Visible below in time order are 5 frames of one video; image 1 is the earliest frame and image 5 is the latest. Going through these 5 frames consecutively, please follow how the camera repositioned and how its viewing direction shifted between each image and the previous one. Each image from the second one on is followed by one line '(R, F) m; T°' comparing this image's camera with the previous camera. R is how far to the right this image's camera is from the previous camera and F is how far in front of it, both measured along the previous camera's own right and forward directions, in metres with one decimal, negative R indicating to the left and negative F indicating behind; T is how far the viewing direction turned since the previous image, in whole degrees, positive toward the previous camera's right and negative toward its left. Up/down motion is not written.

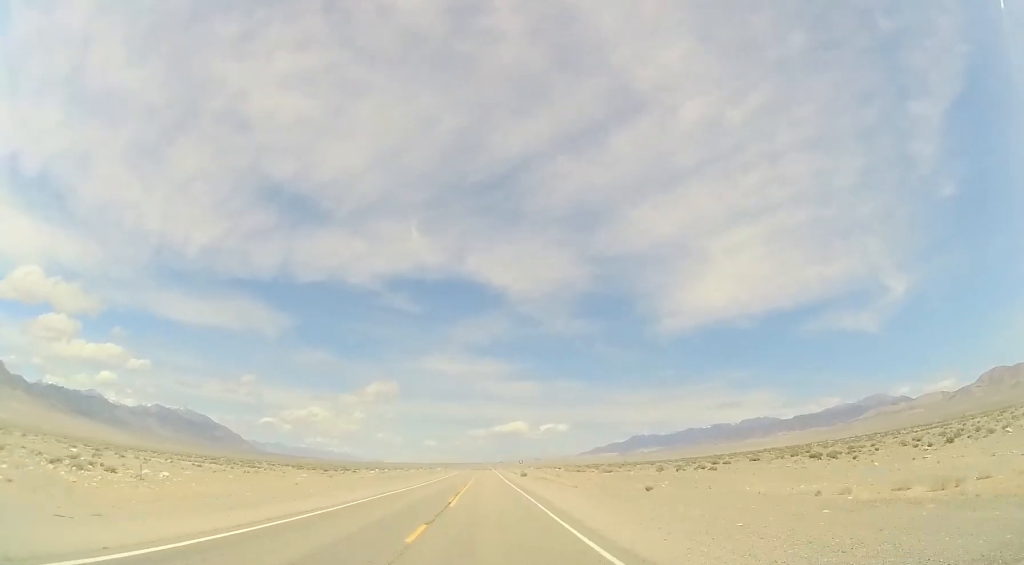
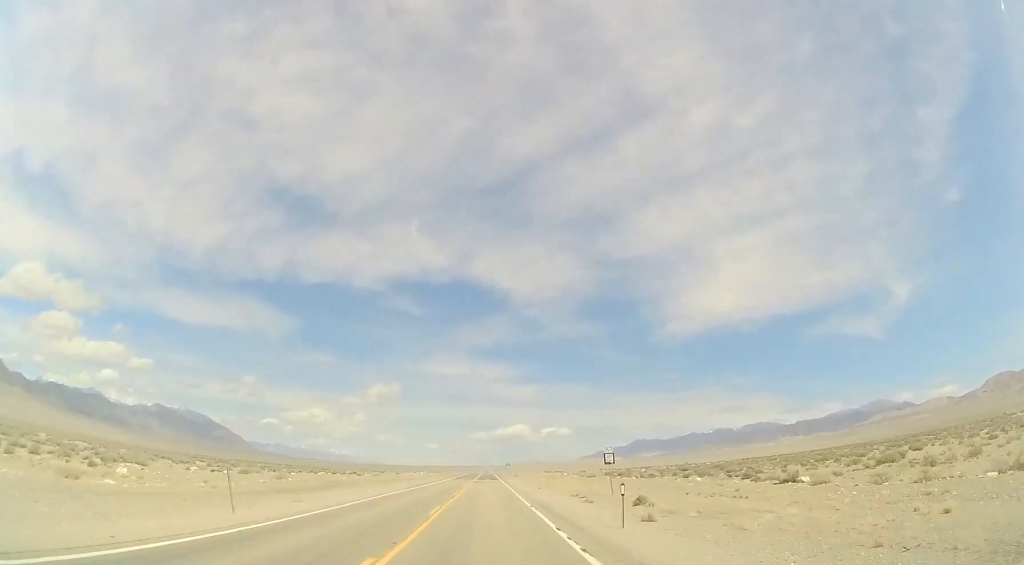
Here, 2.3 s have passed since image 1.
(-0.6, +78.0) m; -1°
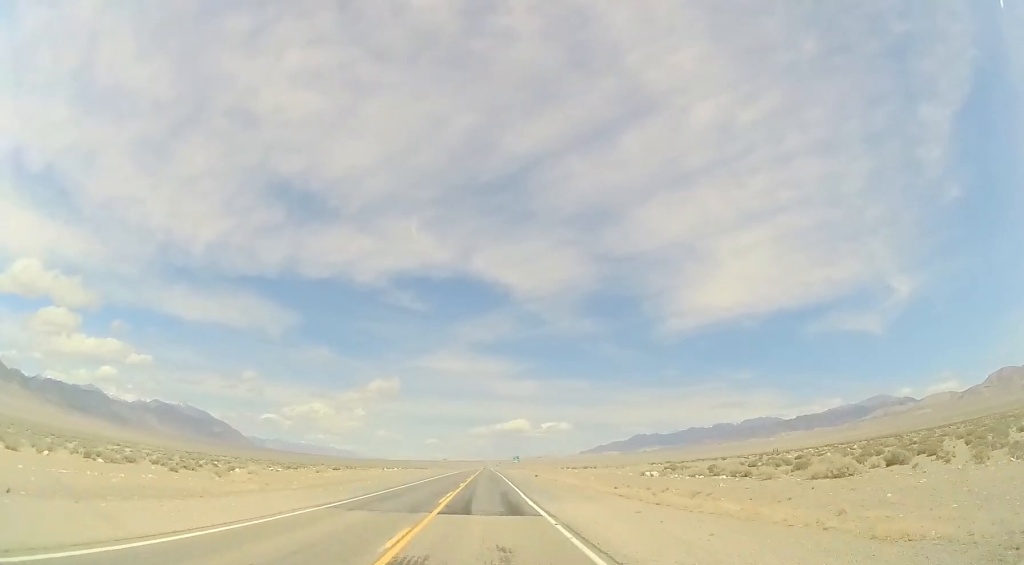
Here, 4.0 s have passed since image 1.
(+0.4, +56.7) m; +1°
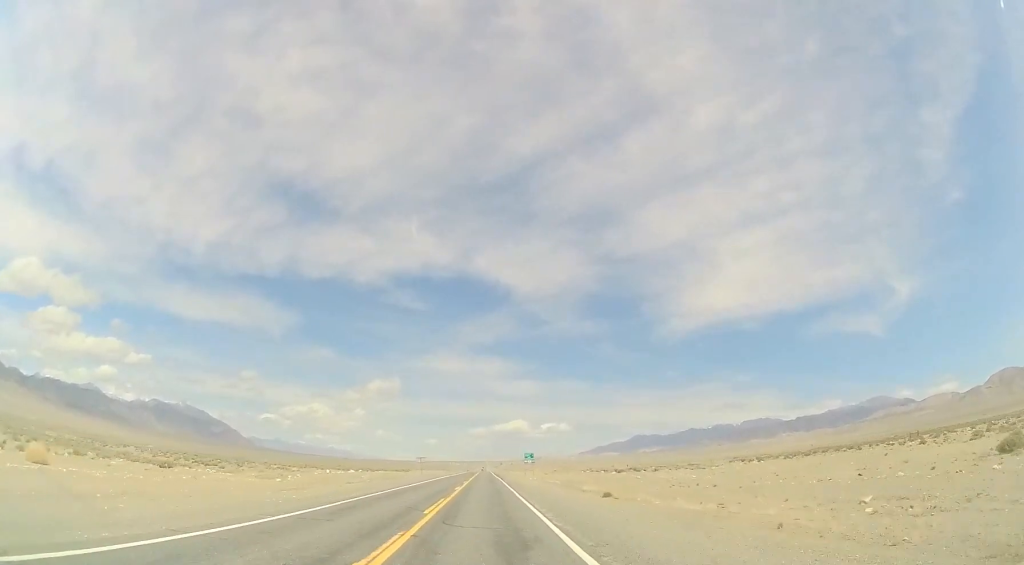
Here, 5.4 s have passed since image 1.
(-0.1, +46.8) m; 0°
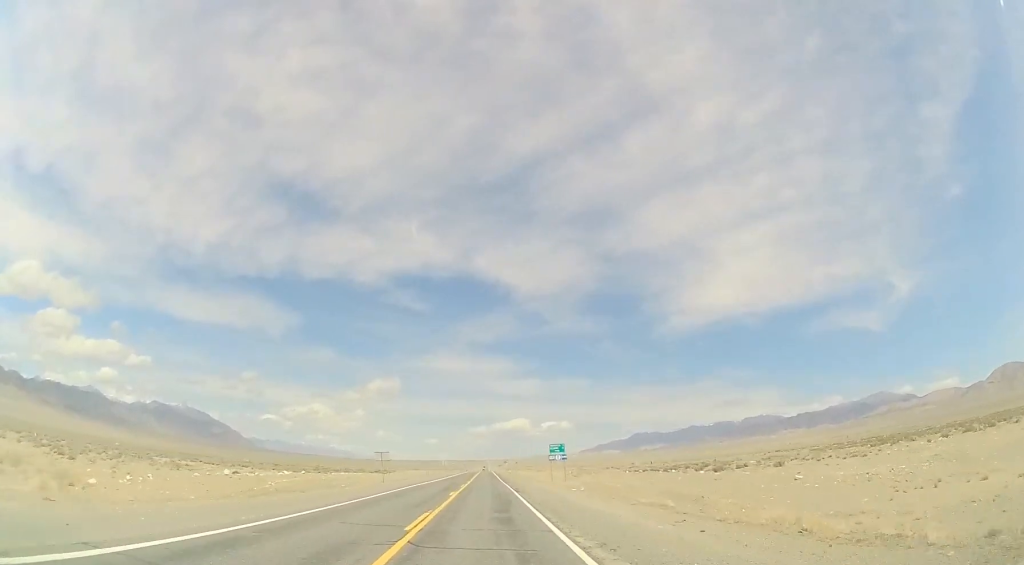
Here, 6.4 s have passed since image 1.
(-0.2, +34.6) m; 0°
